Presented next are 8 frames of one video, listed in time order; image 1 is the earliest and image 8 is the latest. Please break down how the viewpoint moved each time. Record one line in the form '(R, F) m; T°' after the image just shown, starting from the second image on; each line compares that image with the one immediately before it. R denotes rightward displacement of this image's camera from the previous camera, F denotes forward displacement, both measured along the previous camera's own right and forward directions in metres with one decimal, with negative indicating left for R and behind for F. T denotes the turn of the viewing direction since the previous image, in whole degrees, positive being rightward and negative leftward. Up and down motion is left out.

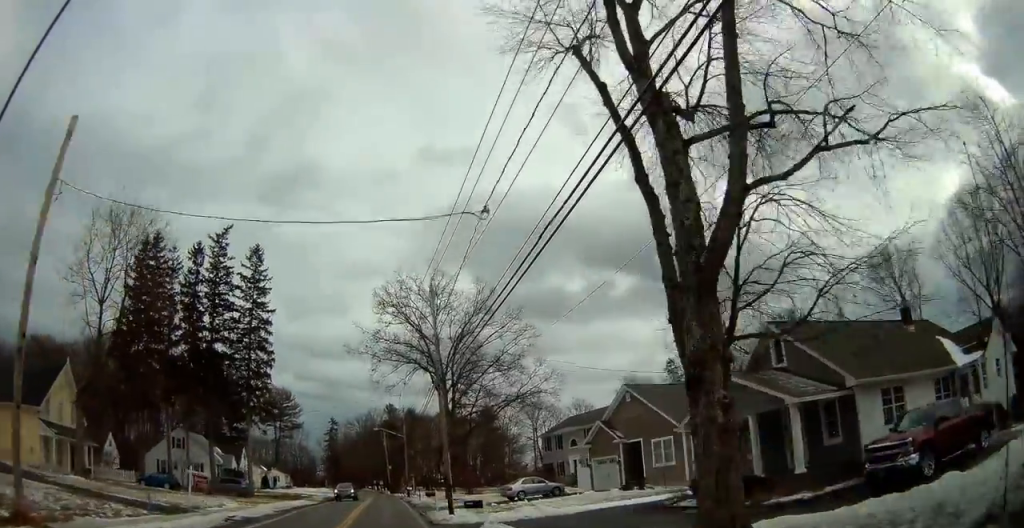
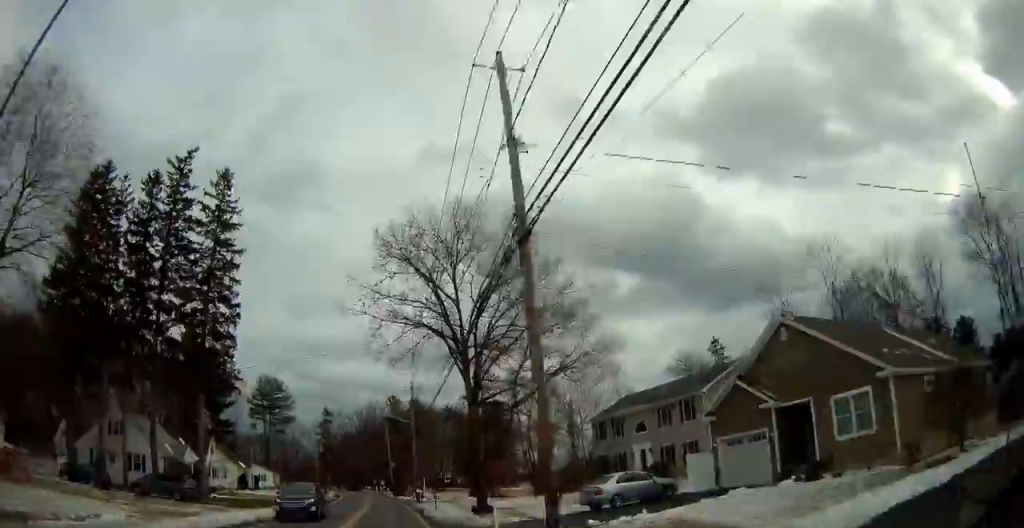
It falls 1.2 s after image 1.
(-0.3, +15.9) m; 0°
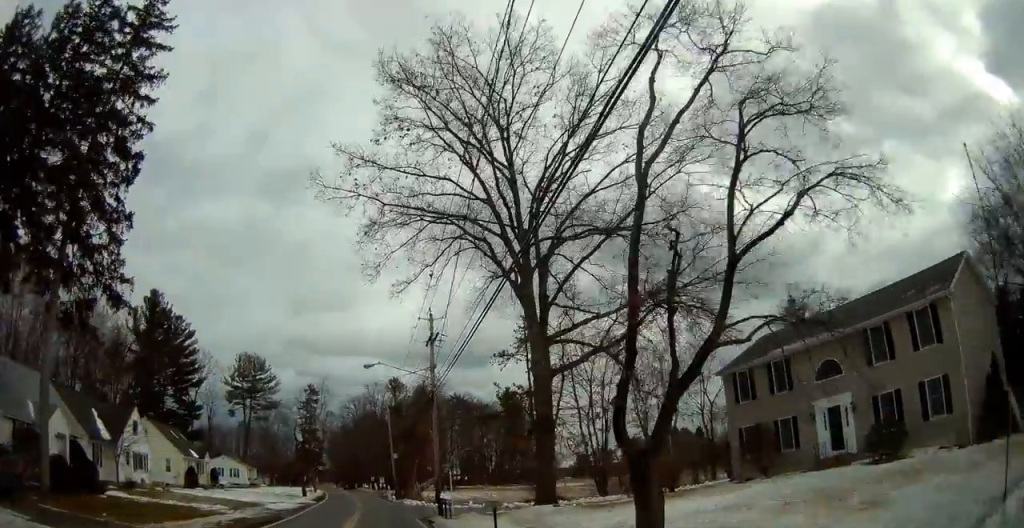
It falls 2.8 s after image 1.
(+0.4, +21.3) m; 0°
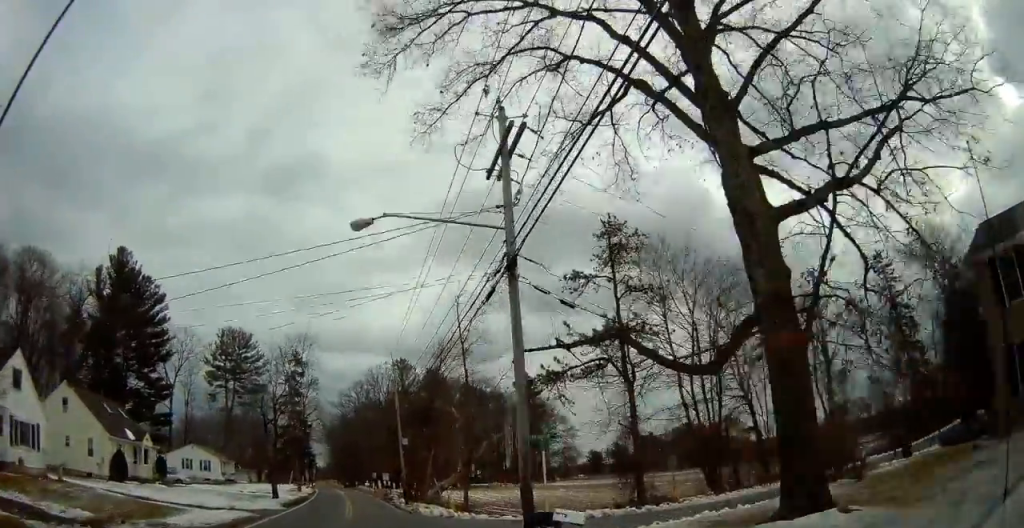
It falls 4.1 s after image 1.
(-0.4, +17.2) m; -2°
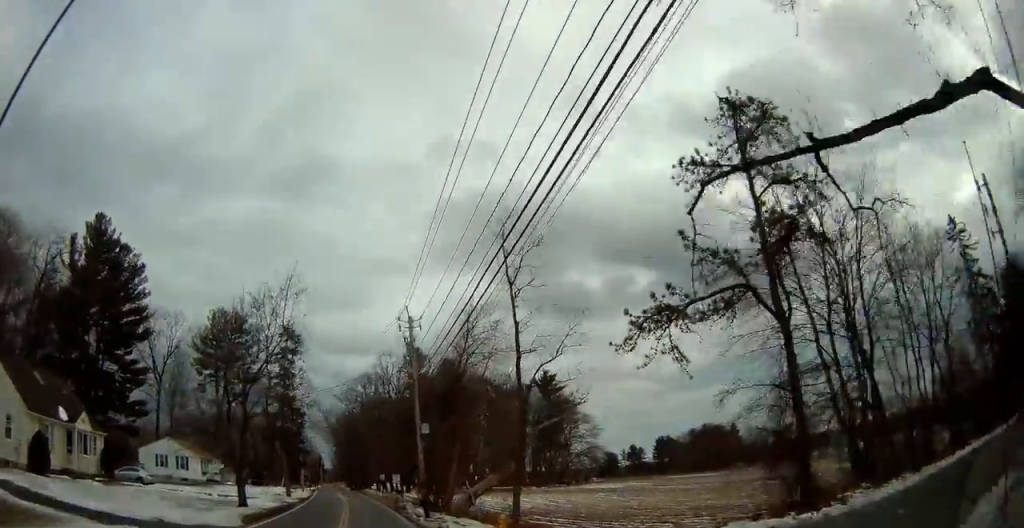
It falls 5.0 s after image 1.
(-0.1, +11.8) m; -1°
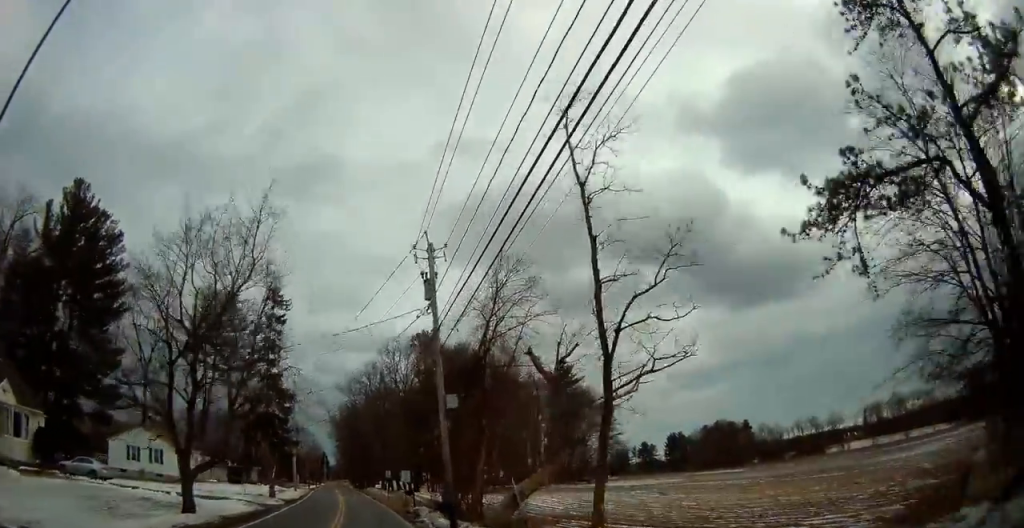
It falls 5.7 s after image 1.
(-0.1, +9.1) m; -1°
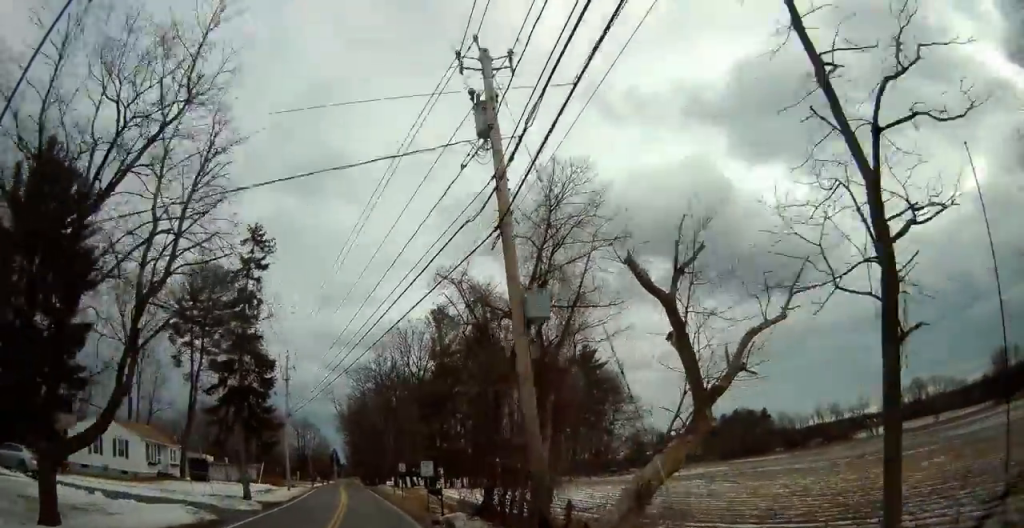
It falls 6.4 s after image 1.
(0.0, +10.0) m; -1°
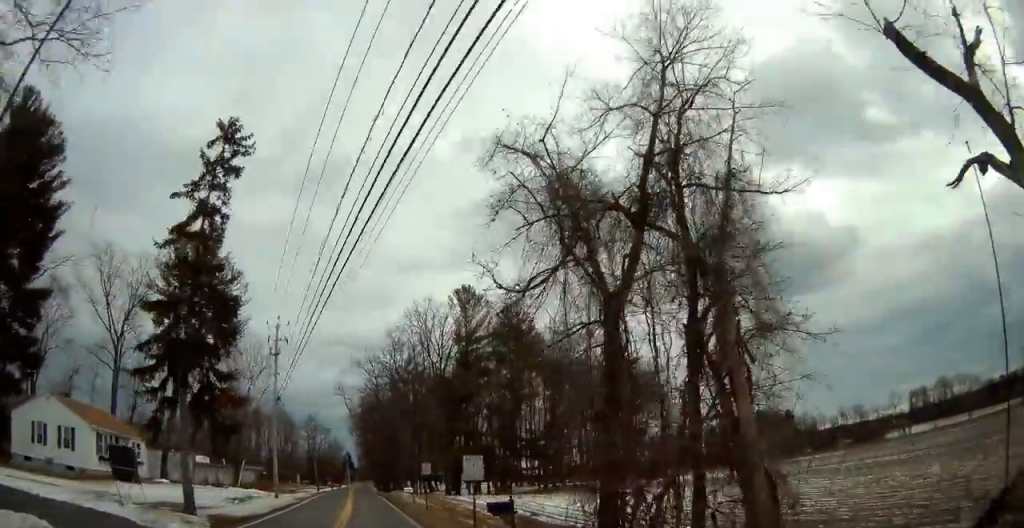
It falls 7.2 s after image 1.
(-0.1, +10.5) m; -1°
